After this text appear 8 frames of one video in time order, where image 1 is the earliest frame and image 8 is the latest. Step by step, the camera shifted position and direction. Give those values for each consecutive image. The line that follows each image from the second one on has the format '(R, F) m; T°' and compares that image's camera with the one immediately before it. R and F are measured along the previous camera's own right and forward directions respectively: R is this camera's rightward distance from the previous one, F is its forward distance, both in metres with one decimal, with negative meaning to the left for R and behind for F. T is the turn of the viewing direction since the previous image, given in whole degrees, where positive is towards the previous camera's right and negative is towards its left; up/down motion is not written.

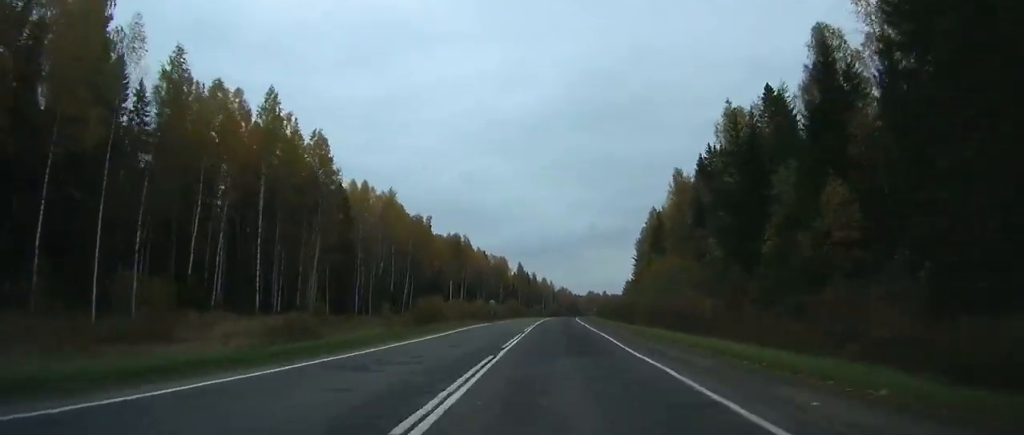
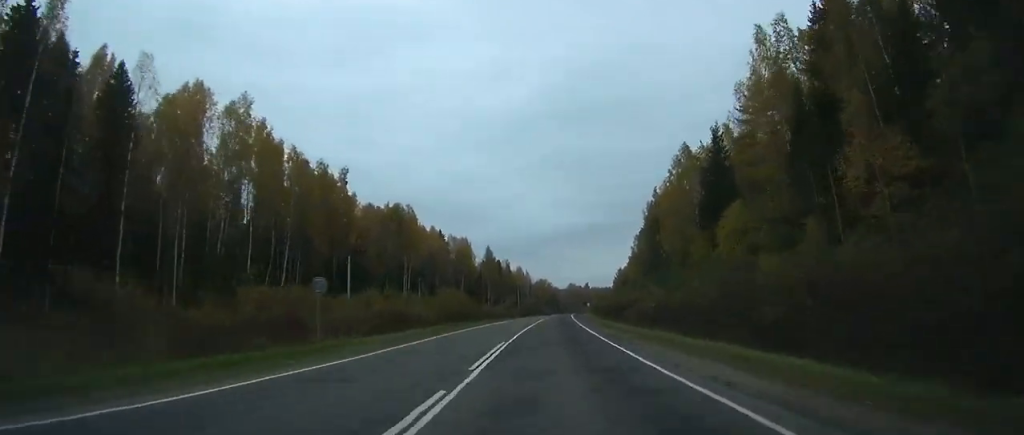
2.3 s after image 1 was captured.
(+0.7, +56.5) m; +1°
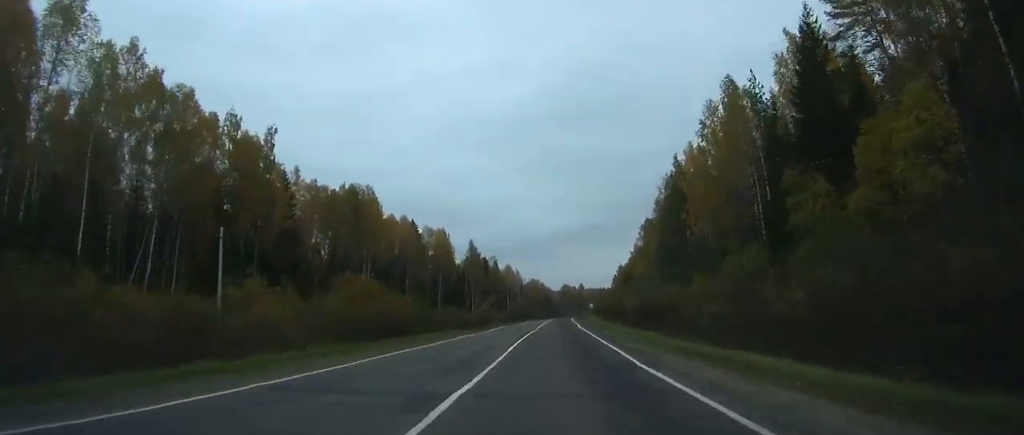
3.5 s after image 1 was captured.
(+0.1, +28.7) m; +1°
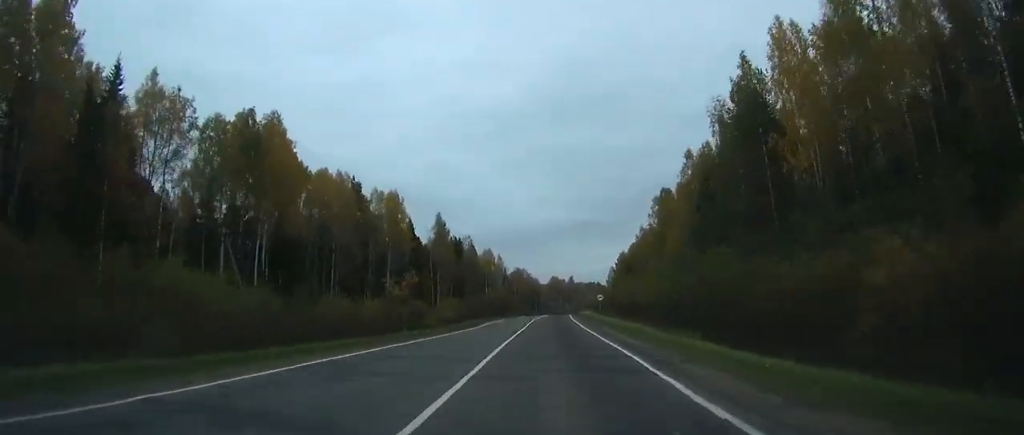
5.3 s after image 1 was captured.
(+0.4, +40.5) m; +1°
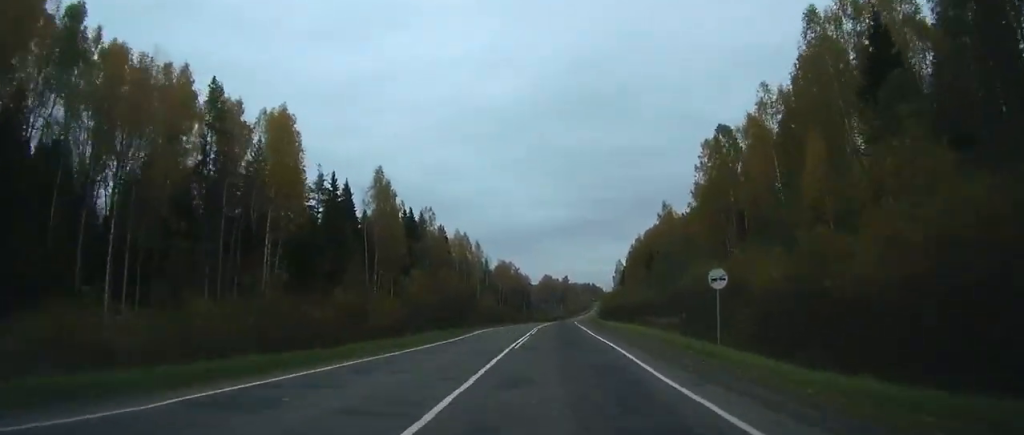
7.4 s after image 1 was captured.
(+0.7, +48.3) m; +2°
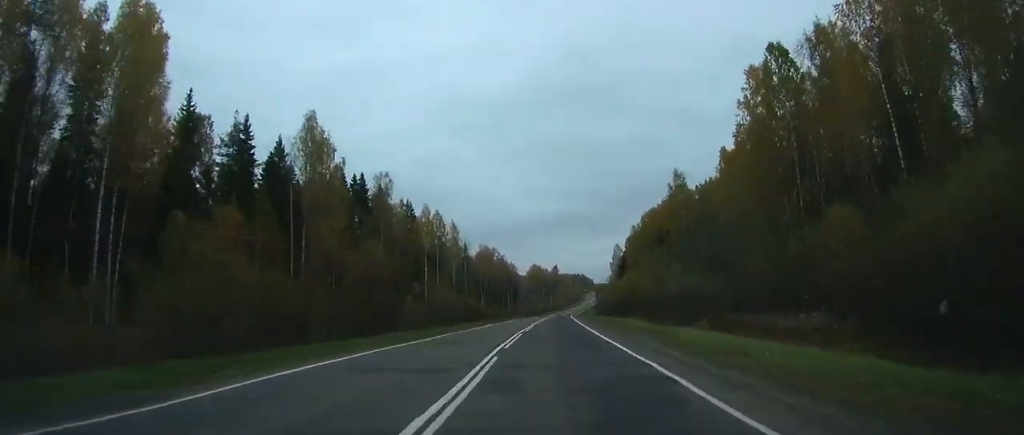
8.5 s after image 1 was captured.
(+0.3, +25.8) m; +1°
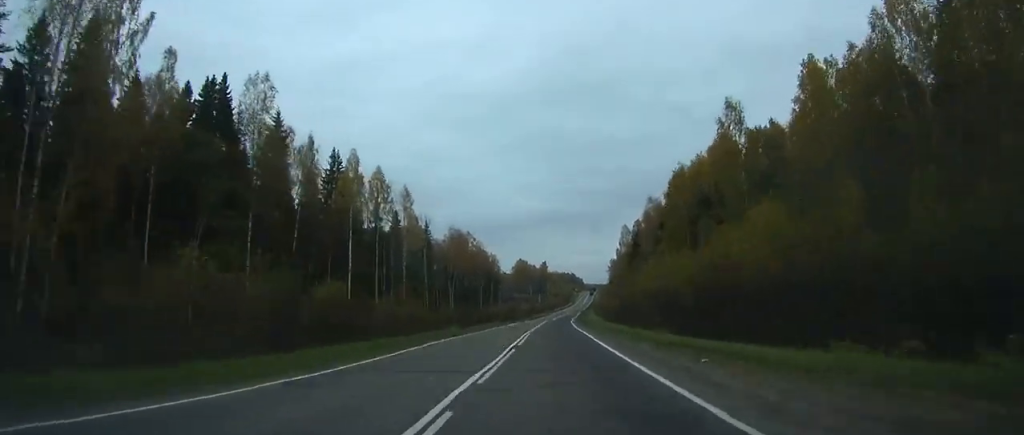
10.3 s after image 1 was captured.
(+0.5, +43.6) m; +2°
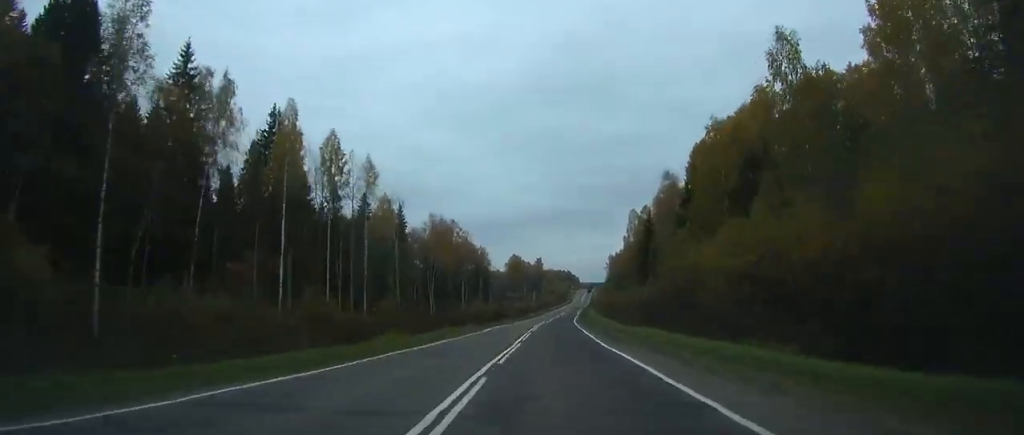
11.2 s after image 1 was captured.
(-0.3, +21.7) m; +1°
